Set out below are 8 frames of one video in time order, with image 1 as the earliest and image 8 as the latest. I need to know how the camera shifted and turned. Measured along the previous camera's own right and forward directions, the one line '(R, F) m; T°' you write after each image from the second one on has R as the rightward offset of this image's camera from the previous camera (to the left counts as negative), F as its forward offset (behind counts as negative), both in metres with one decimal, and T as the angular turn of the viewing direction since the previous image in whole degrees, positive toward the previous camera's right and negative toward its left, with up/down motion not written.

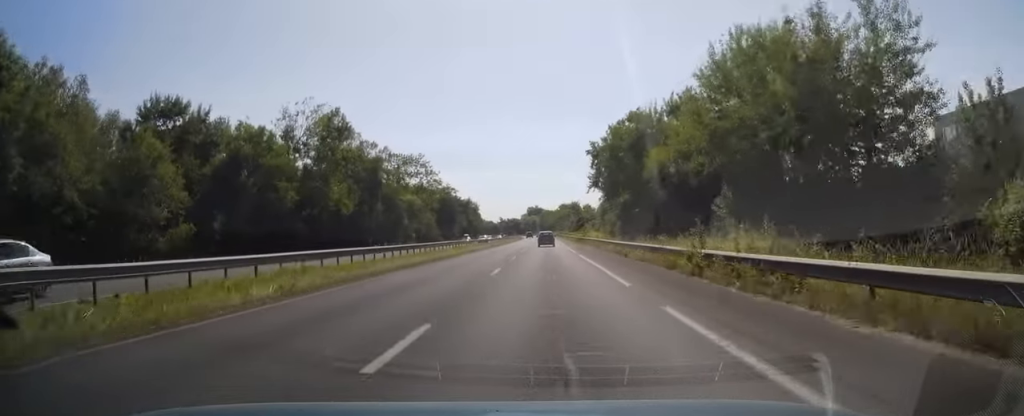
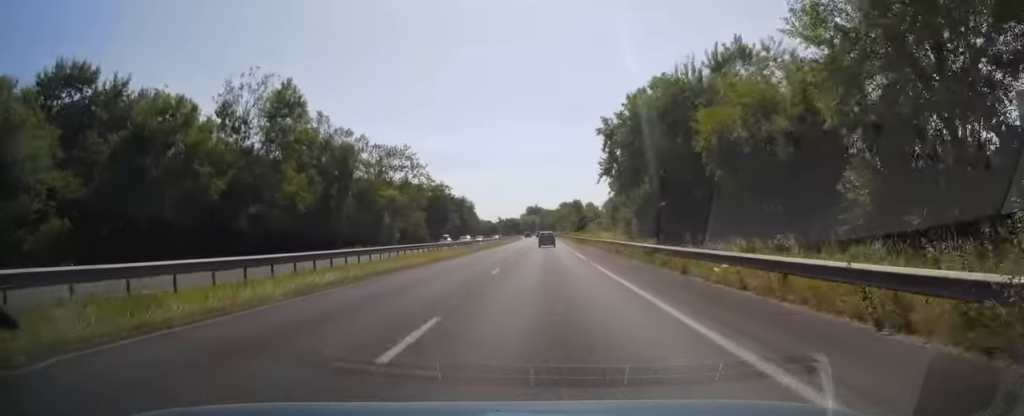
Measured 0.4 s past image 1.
(+0.1, +12.7) m; 0°
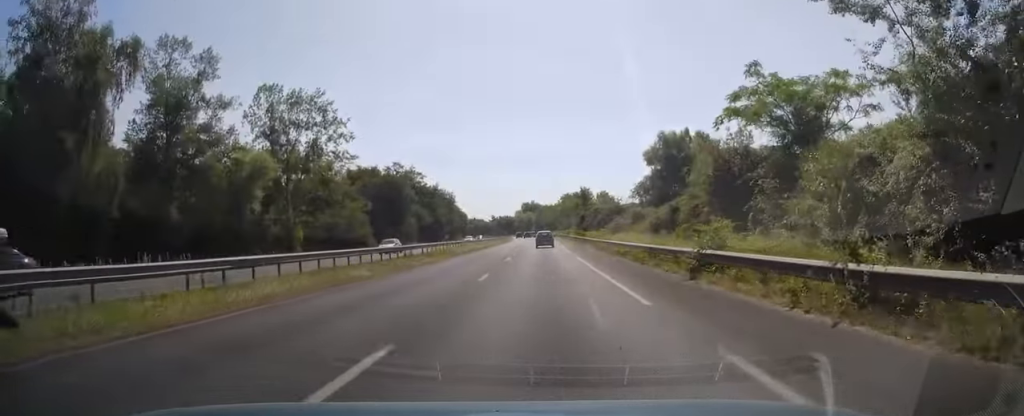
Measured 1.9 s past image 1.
(-0.1, +43.1) m; 0°
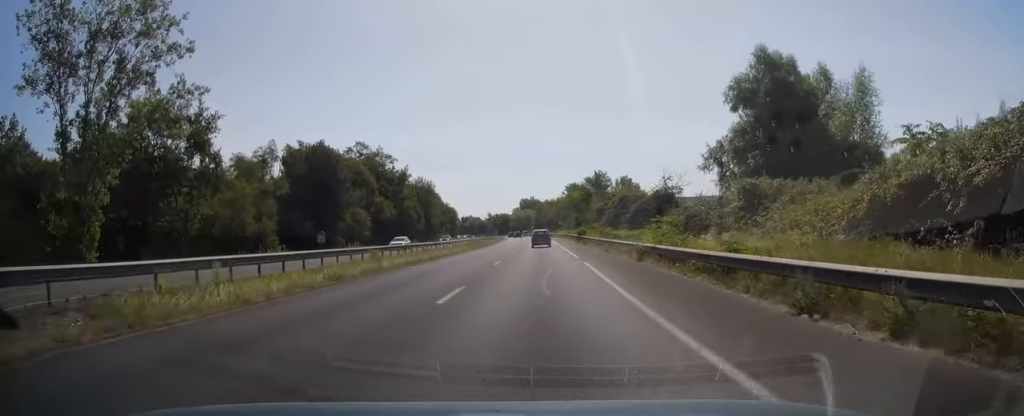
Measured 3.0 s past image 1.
(-0.1, +33.3) m; 0°
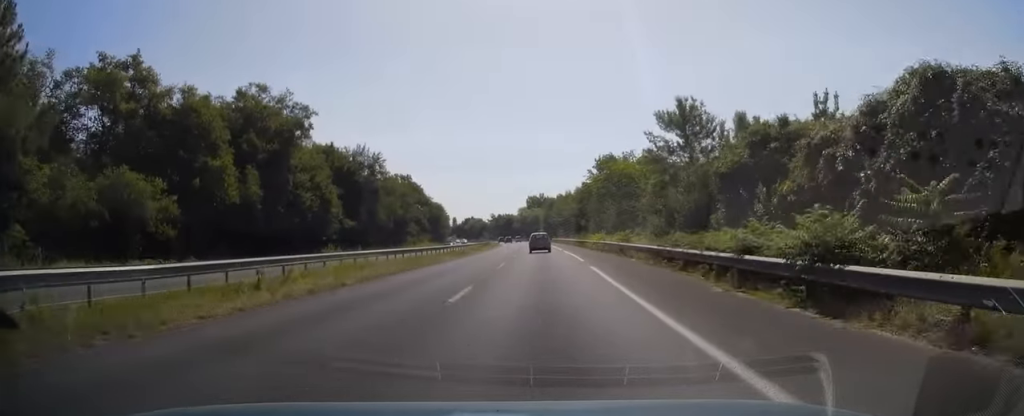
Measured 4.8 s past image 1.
(+0.2, +53.0) m; 0°
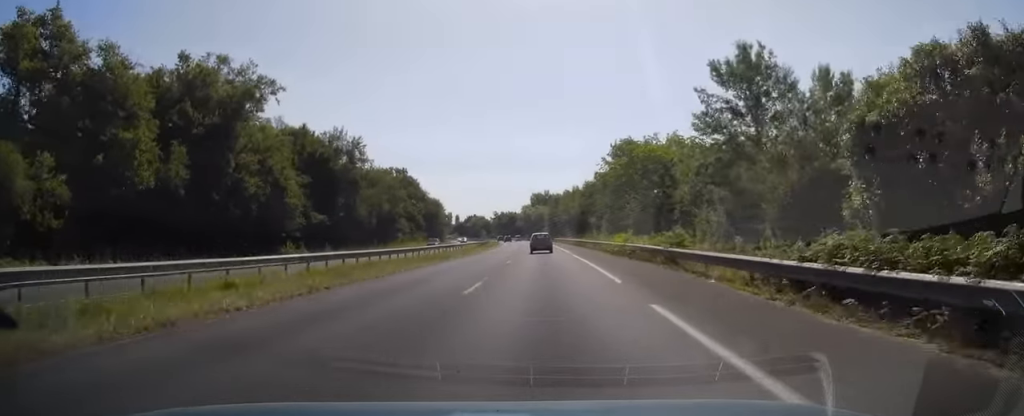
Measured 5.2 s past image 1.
(-0.1, +12.3) m; 0°
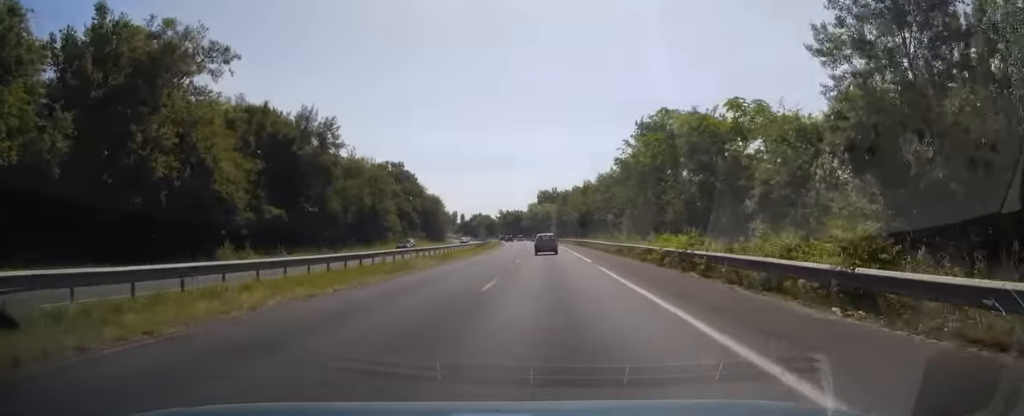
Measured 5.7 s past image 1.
(0.0, +12.9) m; 0°
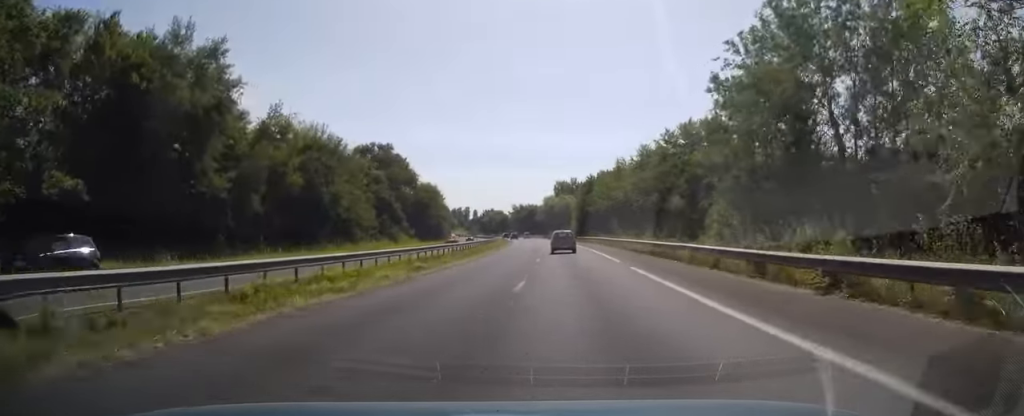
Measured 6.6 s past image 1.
(-0.1, +27.7) m; -1°
